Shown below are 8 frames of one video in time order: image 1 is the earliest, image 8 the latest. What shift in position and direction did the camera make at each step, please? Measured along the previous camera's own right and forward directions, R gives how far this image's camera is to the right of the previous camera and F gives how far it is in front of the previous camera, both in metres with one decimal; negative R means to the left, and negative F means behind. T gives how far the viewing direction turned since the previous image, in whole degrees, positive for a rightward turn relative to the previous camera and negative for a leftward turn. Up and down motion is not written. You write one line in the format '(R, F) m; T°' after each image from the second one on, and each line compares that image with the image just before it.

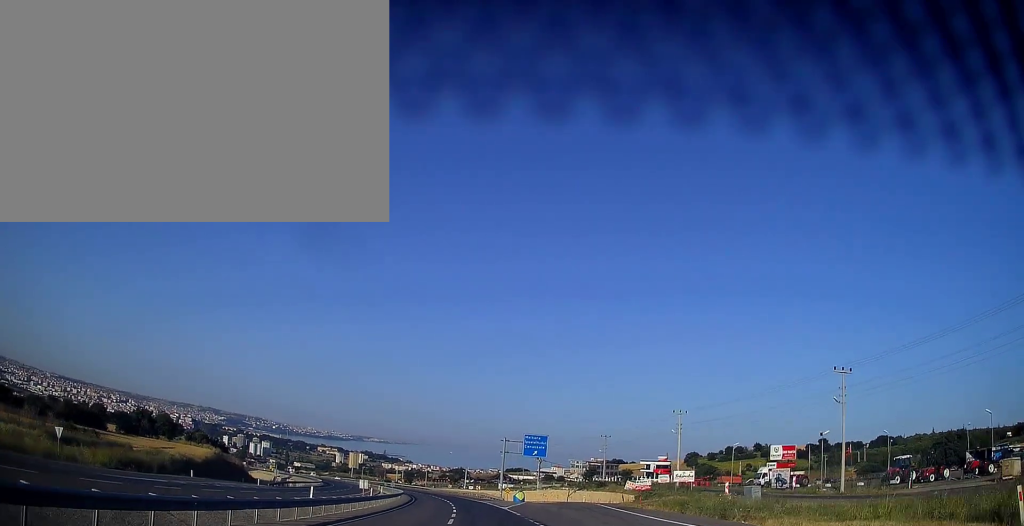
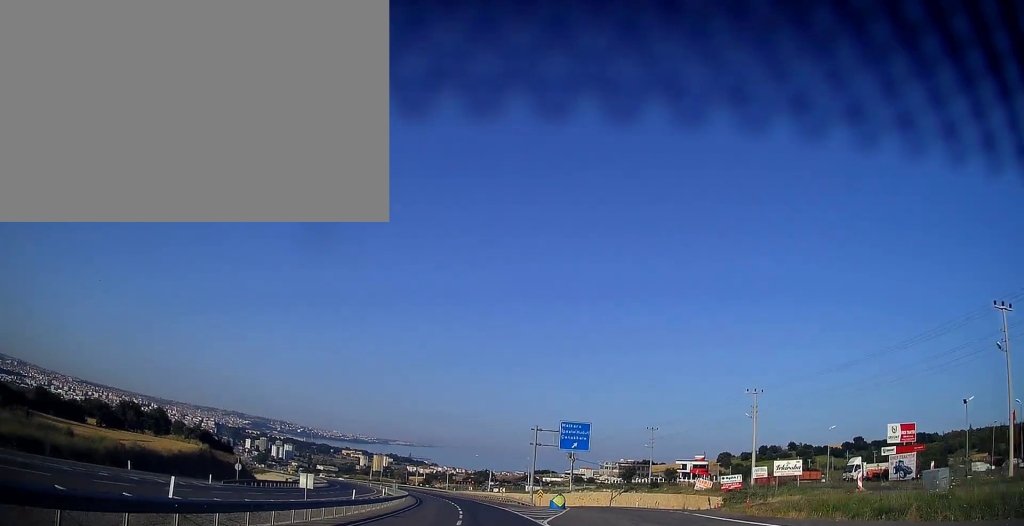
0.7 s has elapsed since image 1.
(-0.3, +17.4) m; -2°
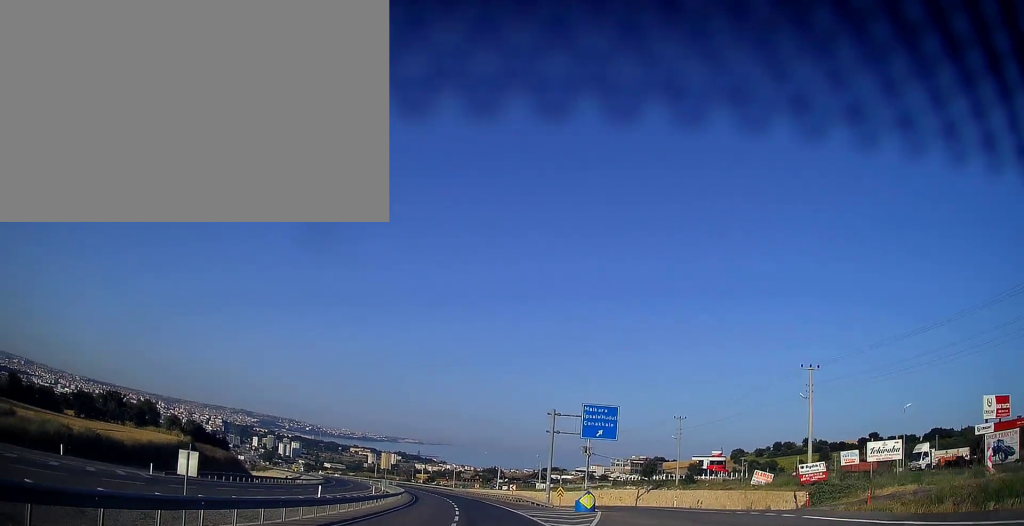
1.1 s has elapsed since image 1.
(-0.3, +10.9) m; -1°
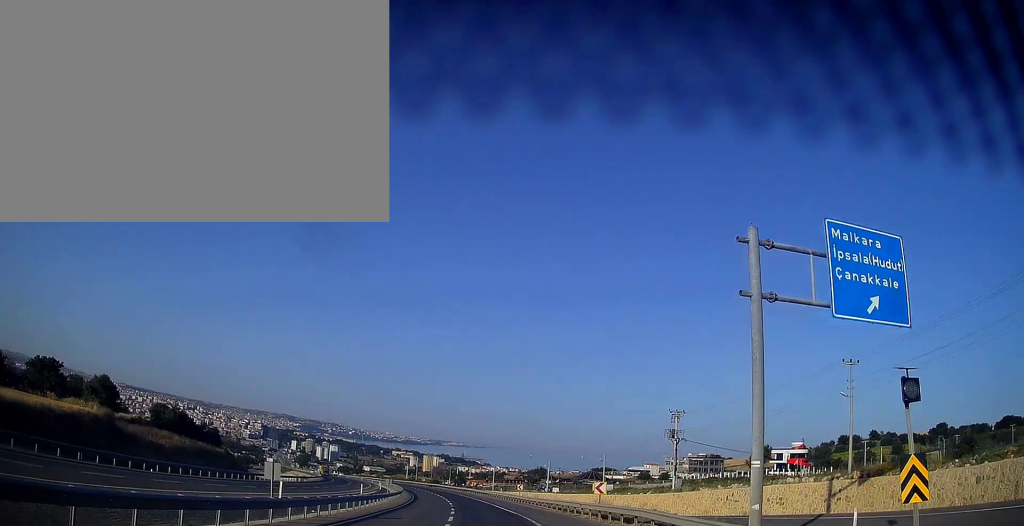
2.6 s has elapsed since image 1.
(-1.3, +37.2) m; -4°
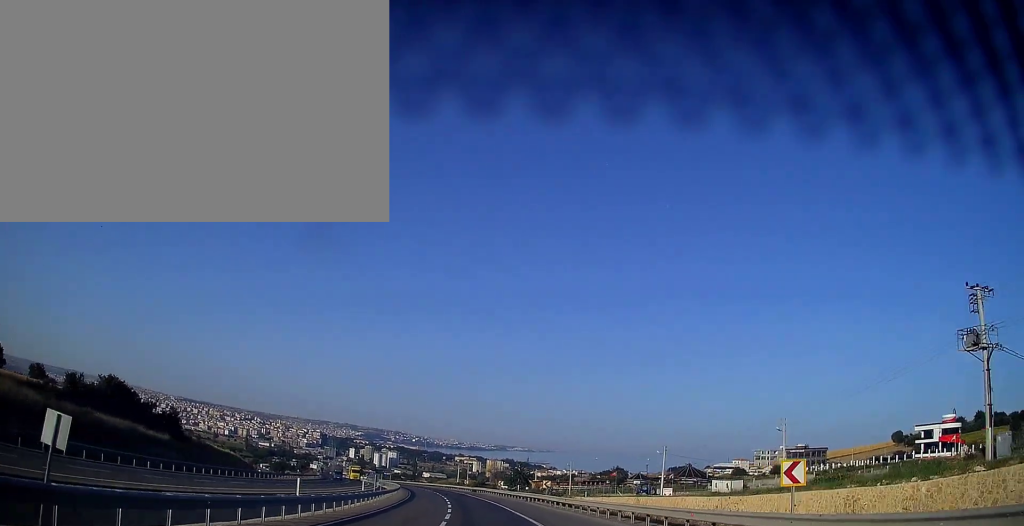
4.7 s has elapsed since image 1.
(-2.7, +54.9) m; -6°
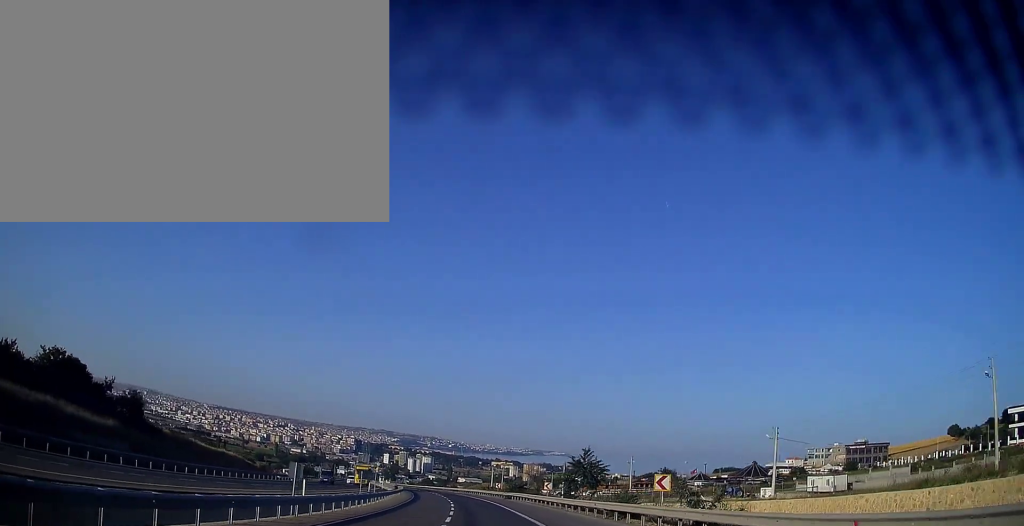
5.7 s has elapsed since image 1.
(-0.7, +26.2) m; -3°
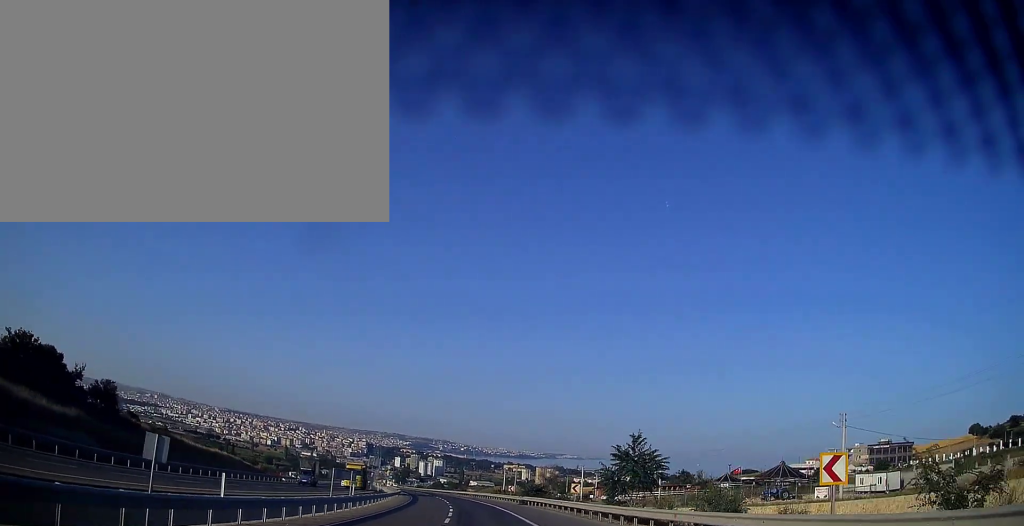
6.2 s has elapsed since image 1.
(-0.3, +12.3) m; -1°
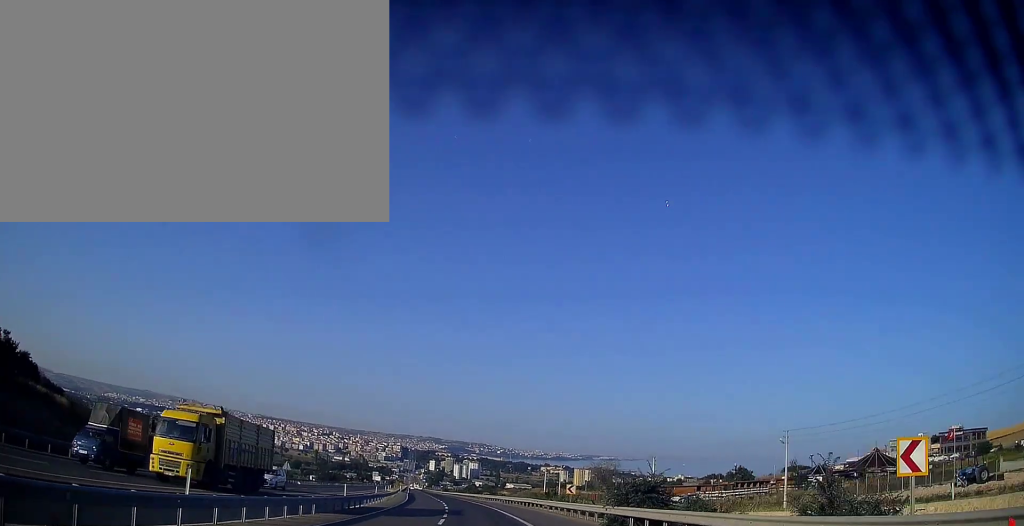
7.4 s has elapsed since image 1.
(-0.9, +31.7) m; -3°
